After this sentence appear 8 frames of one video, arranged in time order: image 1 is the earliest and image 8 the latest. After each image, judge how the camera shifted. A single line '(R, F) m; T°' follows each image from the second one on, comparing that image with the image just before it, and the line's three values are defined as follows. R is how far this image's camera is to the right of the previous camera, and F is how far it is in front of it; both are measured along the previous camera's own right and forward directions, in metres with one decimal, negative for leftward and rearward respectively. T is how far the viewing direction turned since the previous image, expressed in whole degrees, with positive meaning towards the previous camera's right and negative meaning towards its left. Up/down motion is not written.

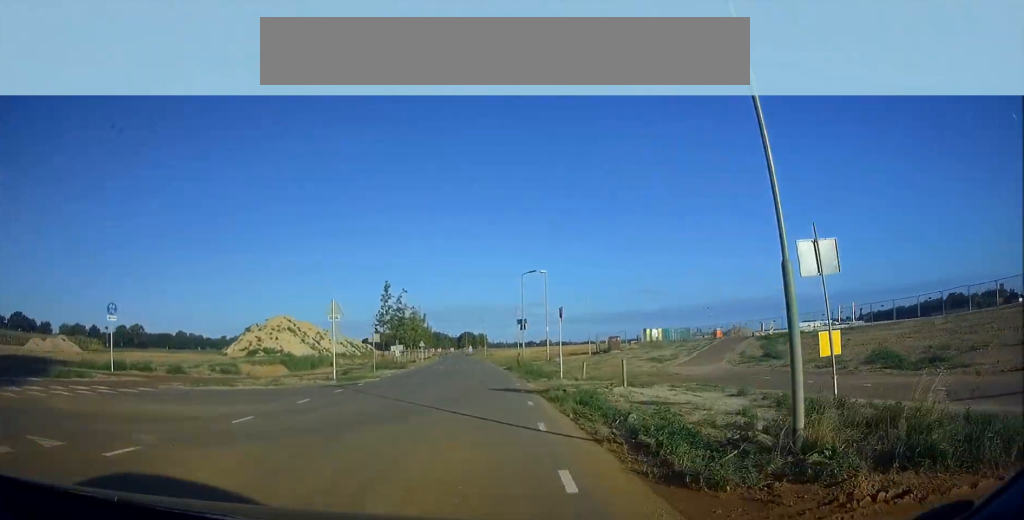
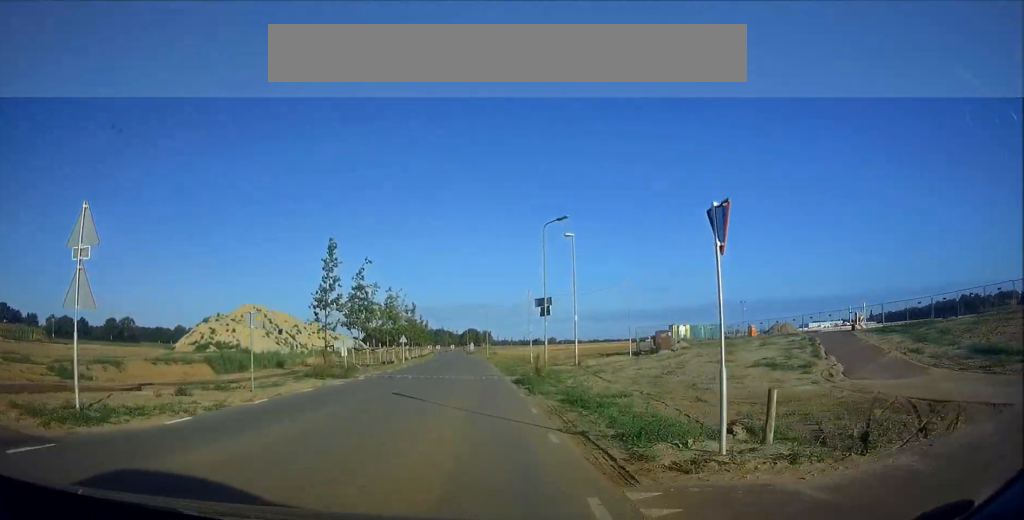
(-0.1, +12.9) m; -2°
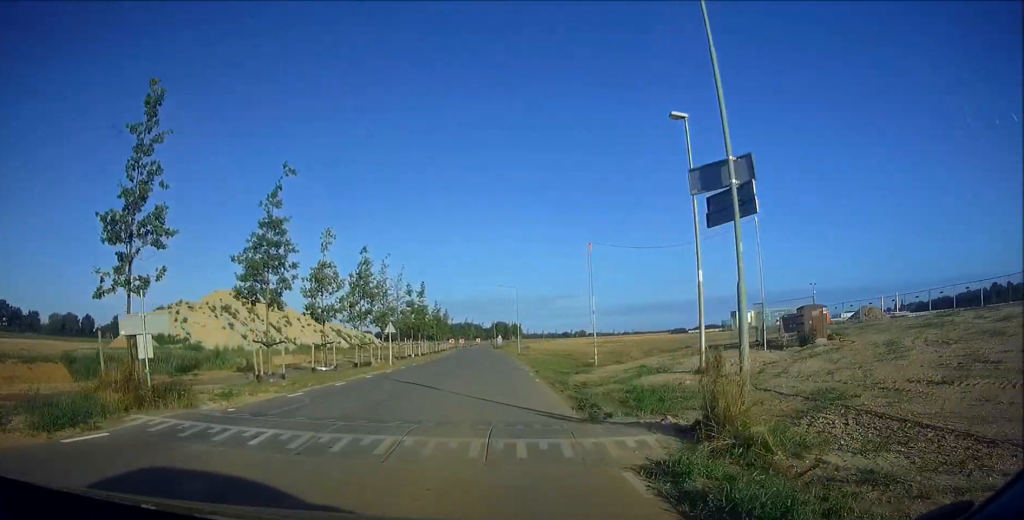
(-0.4, +15.2) m; -1°
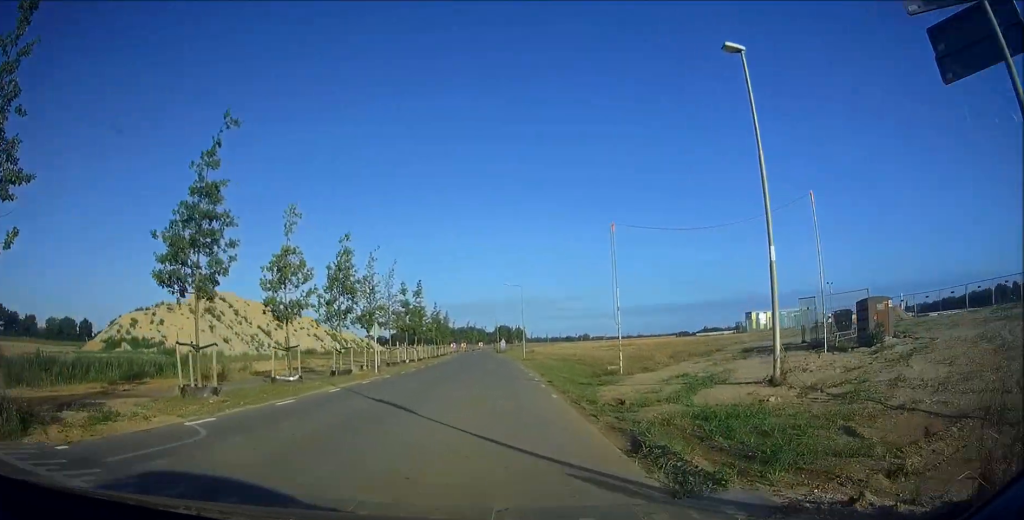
(-0.2, +6.1) m; +1°
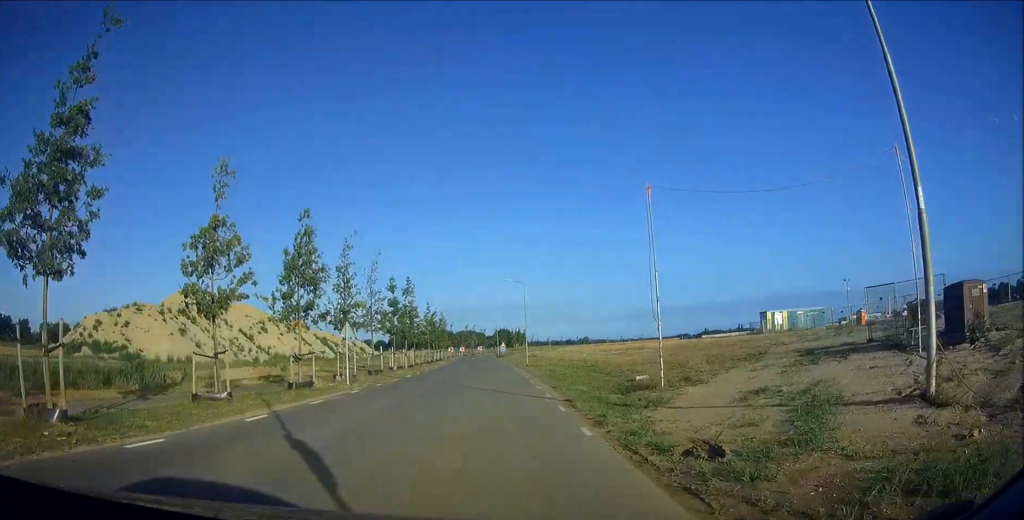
(+0.3, +8.9) m; +1°
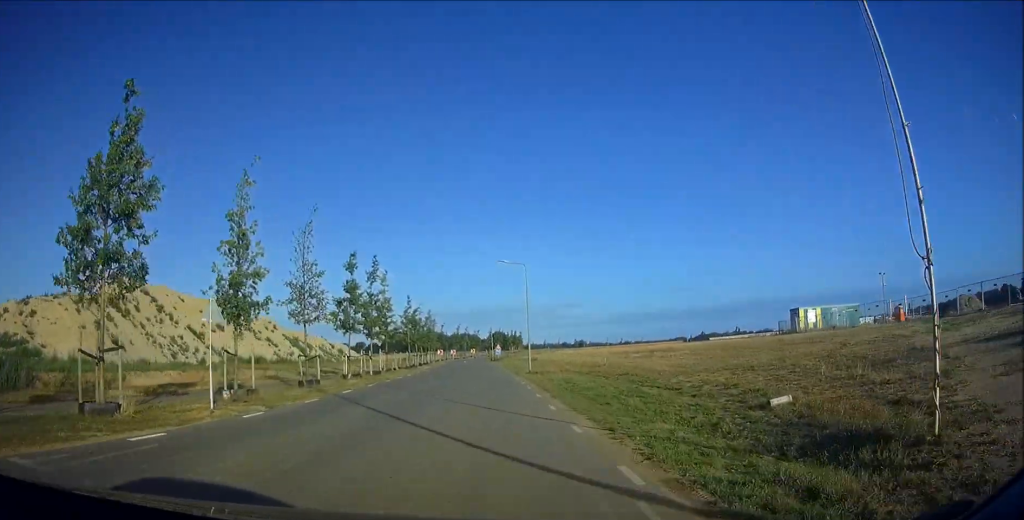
(+0.2, +16.7) m; -1°
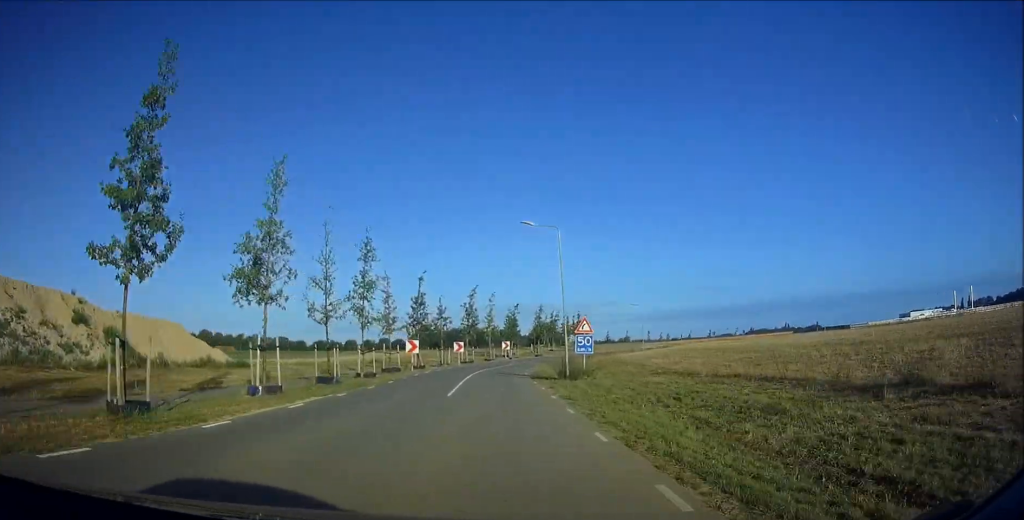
(-2.5, +73.7) m; 0°
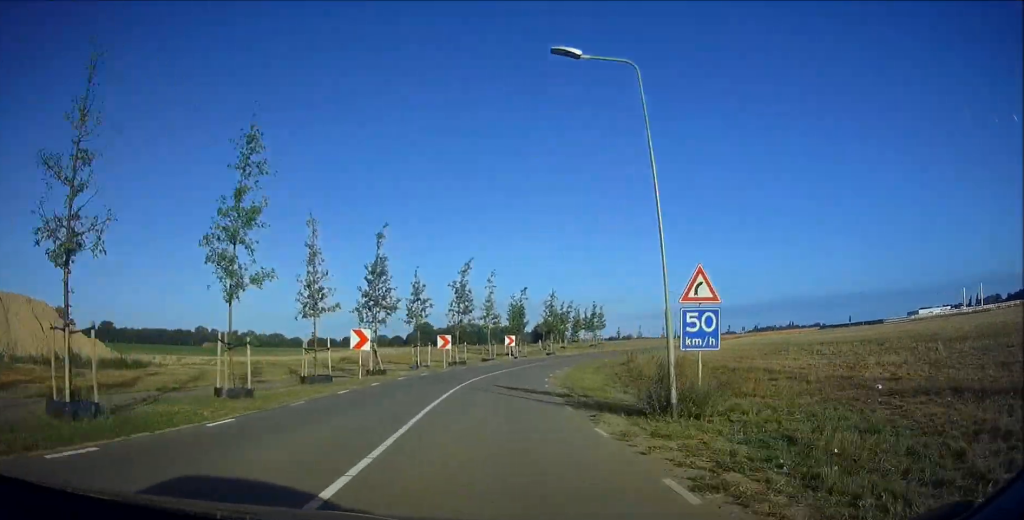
(-0.4, +15.7) m; +3°
